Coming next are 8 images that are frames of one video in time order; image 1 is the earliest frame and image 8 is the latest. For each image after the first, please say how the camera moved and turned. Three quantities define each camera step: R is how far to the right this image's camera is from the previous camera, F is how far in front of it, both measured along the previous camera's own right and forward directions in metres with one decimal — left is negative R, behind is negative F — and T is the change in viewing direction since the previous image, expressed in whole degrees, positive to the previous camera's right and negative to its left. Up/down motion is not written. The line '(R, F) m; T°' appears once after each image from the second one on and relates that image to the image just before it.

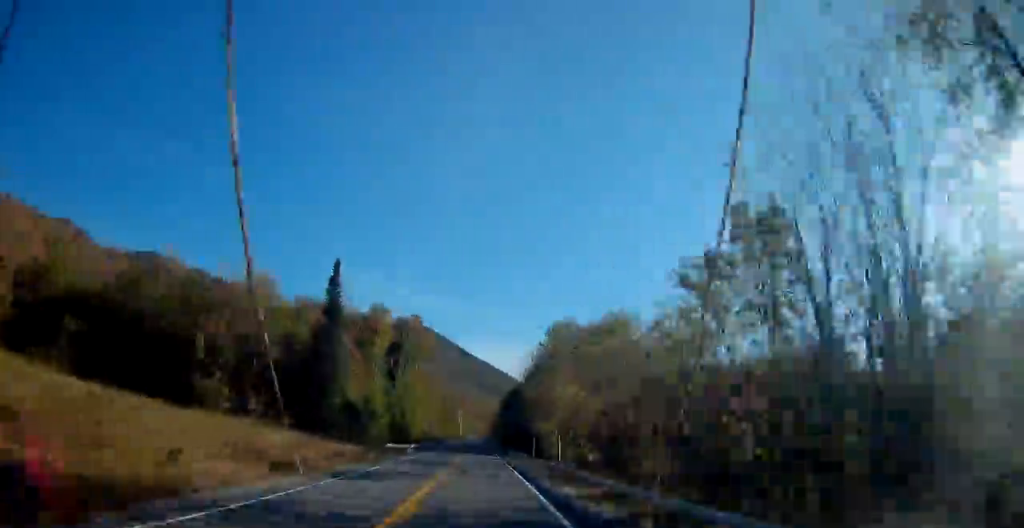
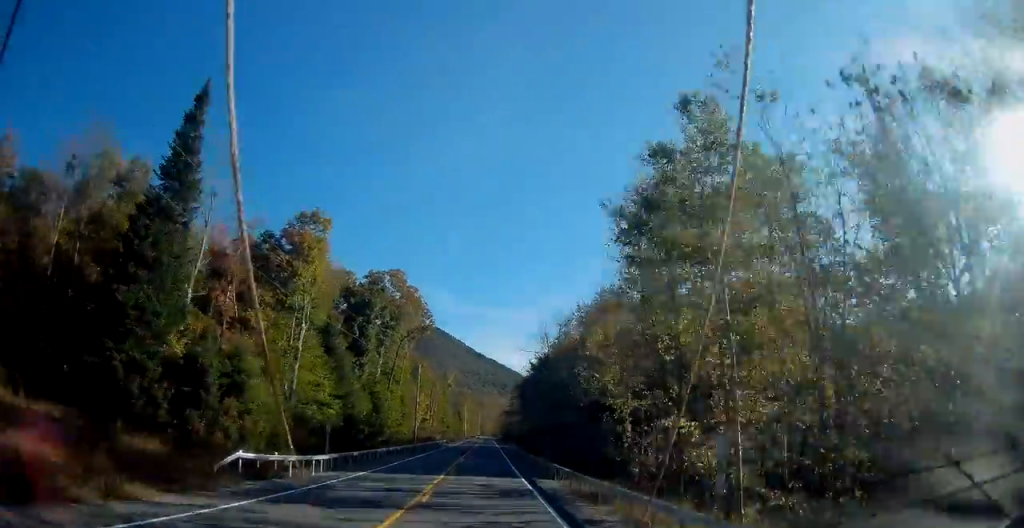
(-0.9, +33.2) m; -2°
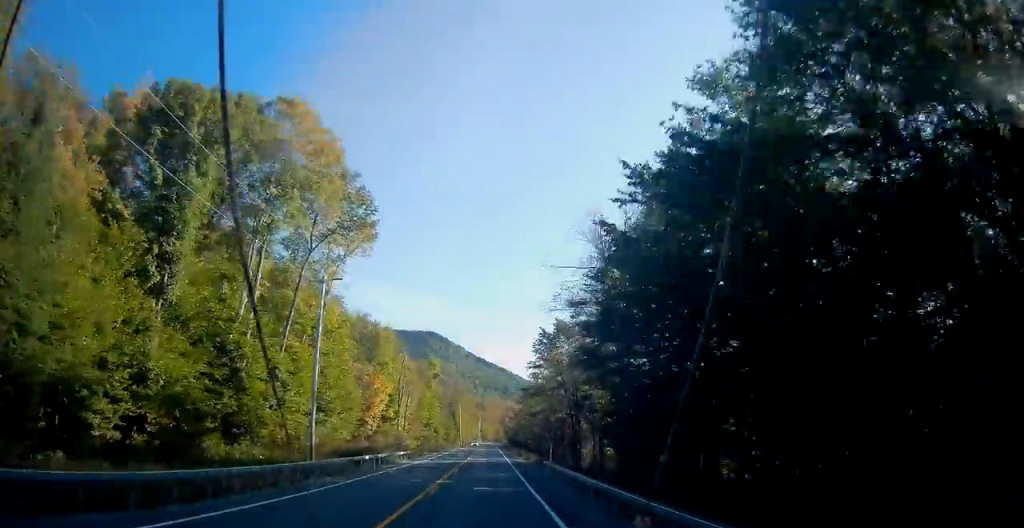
(+0.1, +46.8) m; 0°
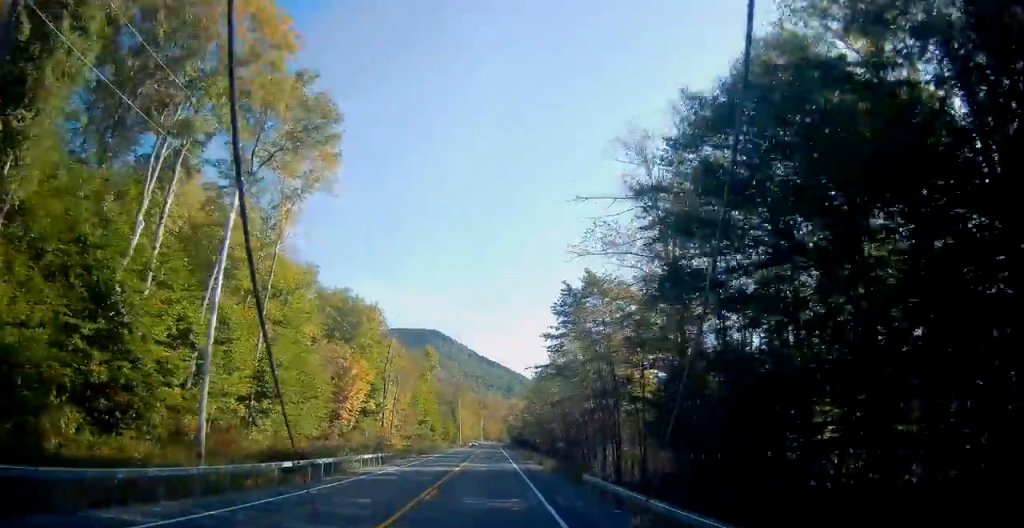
(0.0, +13.6) m; 0°
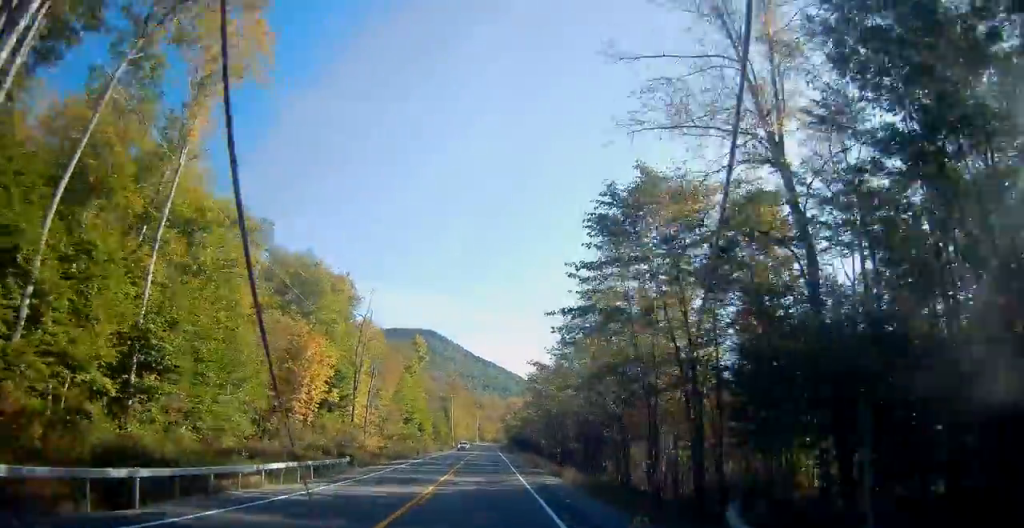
(0.0, +13.6) m; 0°
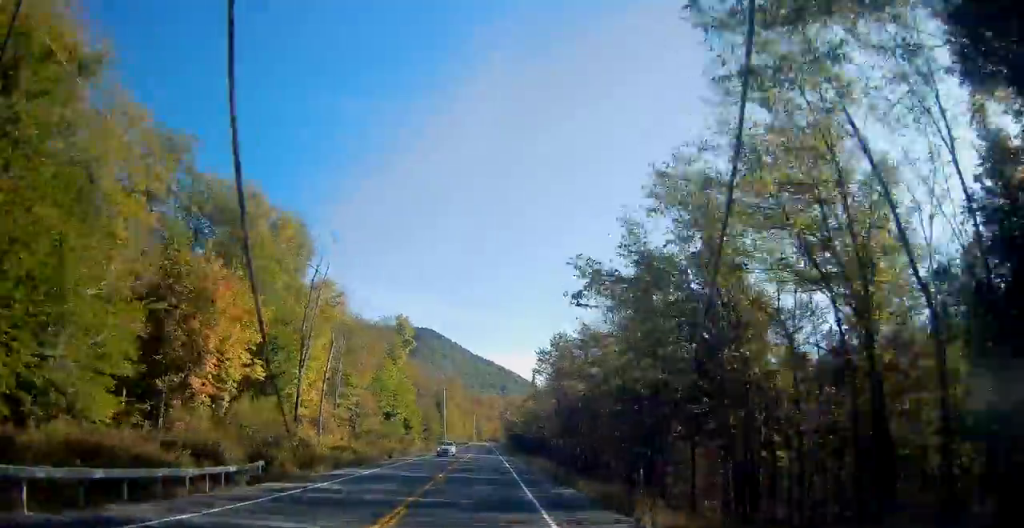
(+0.1, +16.4) m; 0°
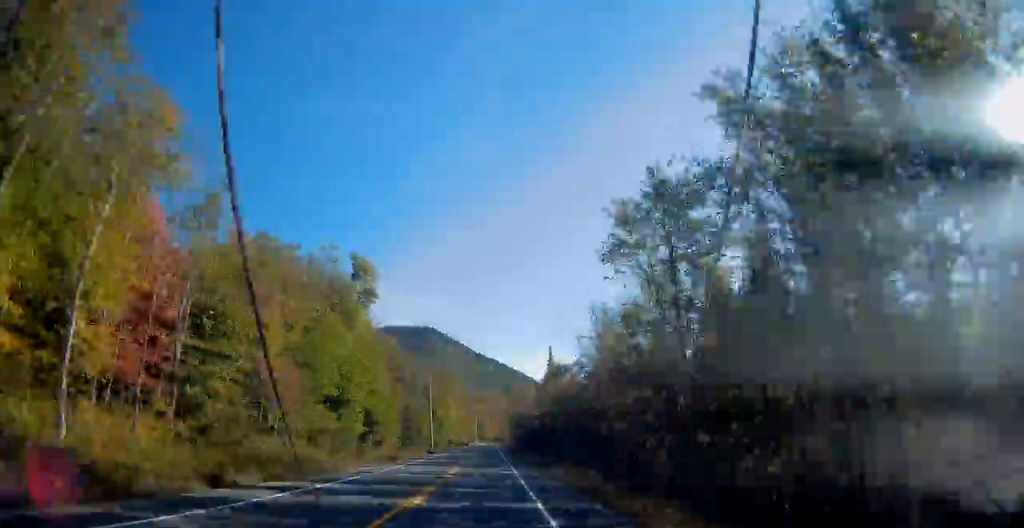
(-0.3, +30.8) m; -1°
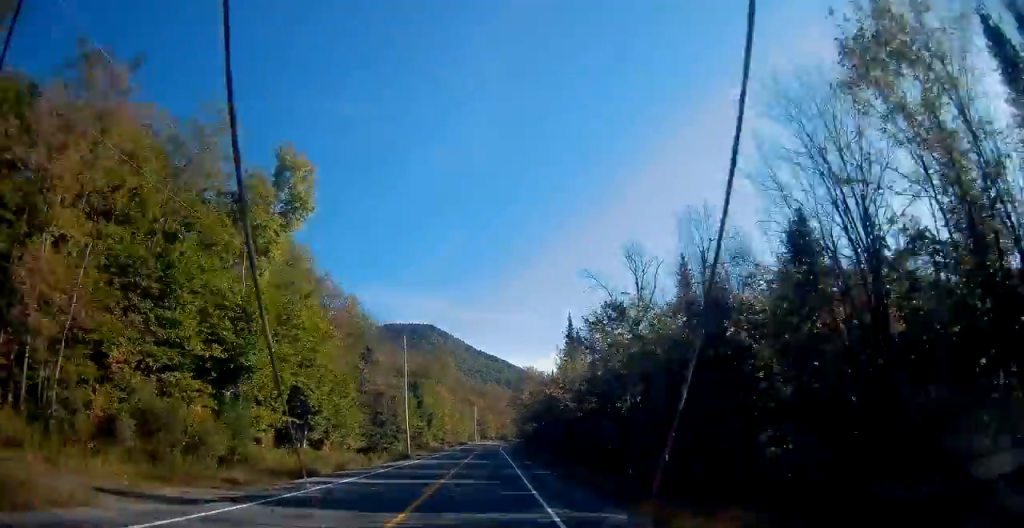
(0.0, +24.1) m; 0°
